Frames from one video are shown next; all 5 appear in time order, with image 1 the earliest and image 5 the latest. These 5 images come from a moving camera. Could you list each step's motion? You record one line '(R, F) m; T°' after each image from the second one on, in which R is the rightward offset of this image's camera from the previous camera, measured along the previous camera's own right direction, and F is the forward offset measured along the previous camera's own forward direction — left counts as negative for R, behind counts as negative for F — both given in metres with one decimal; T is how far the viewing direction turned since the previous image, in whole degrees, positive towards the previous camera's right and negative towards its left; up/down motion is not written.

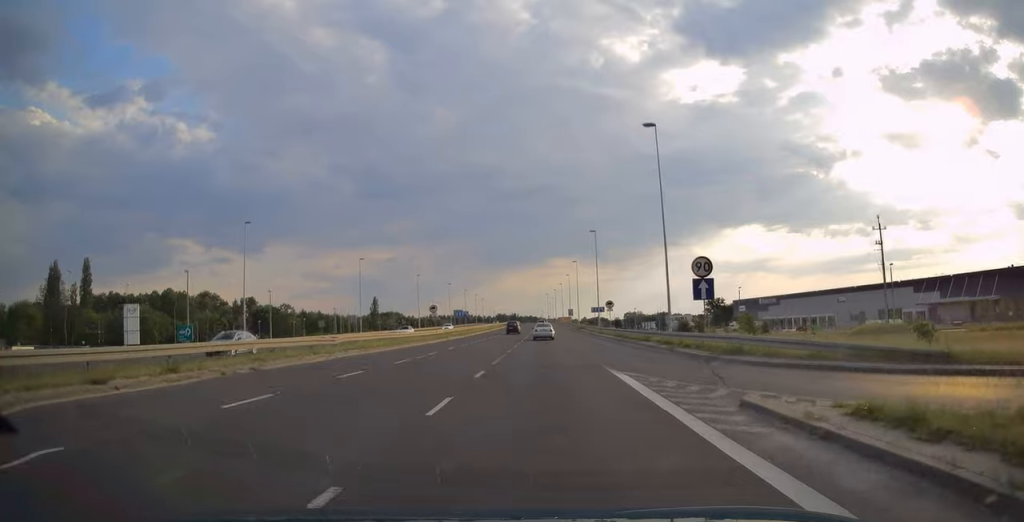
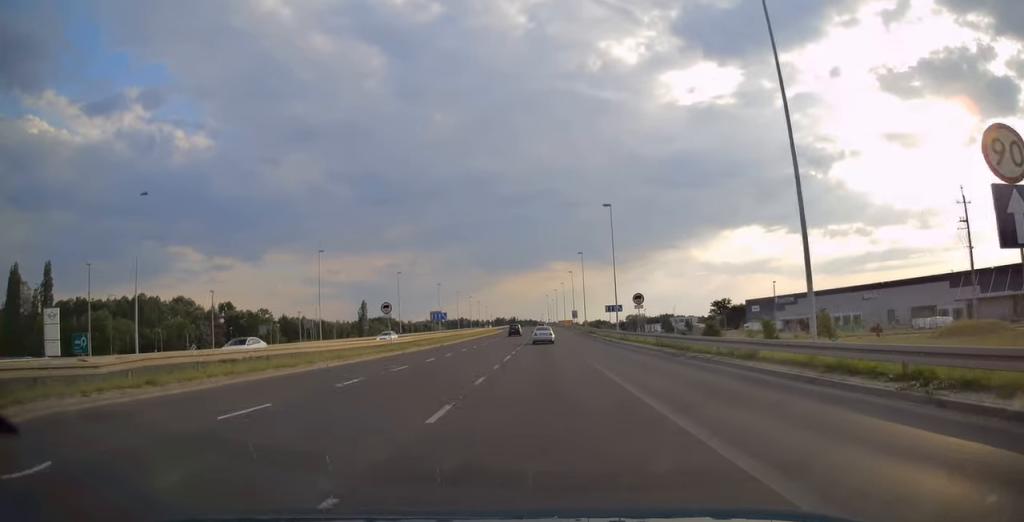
(+0.1, +17.8) m; 0°
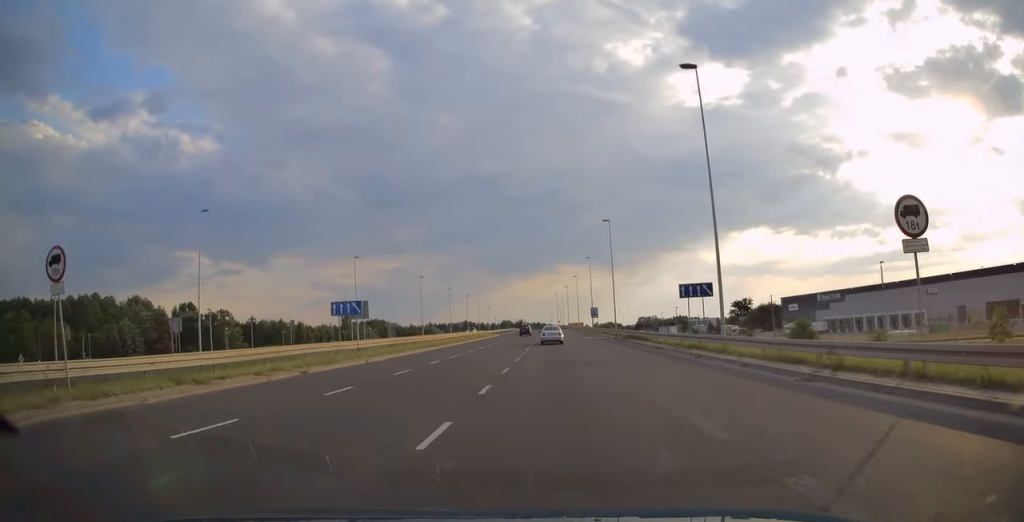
(-0.3, +30.8) m; -1°
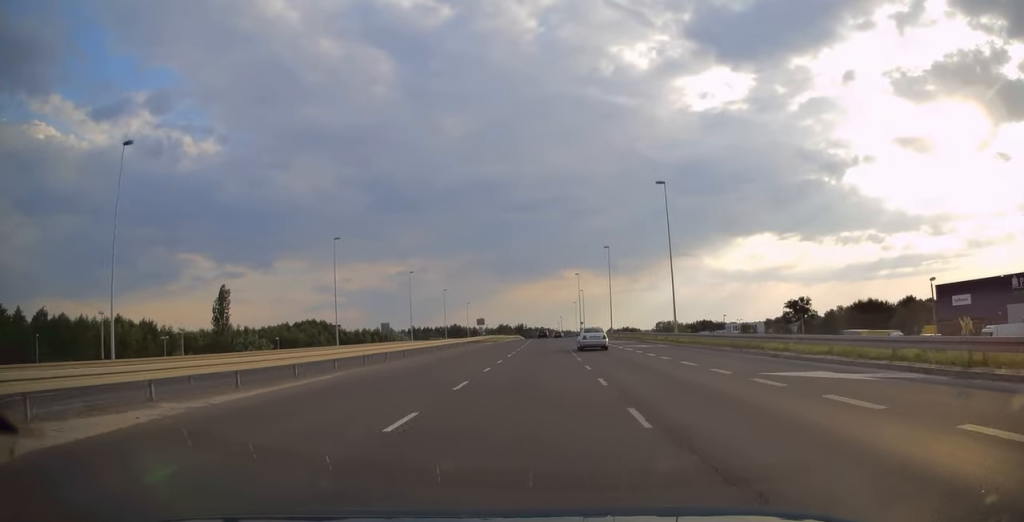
(-1.0, +92.1) m; -1°
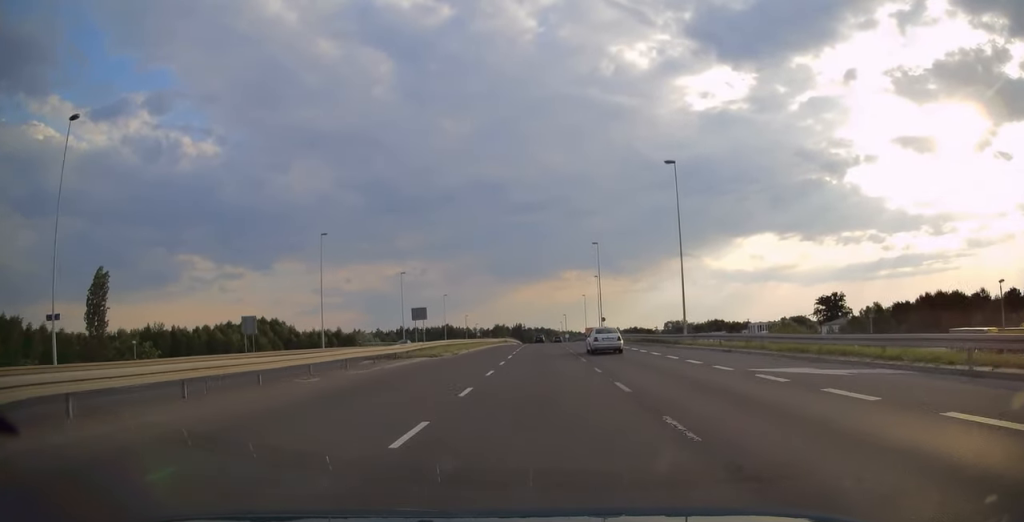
(+0.1, +41.8) m; +1°
